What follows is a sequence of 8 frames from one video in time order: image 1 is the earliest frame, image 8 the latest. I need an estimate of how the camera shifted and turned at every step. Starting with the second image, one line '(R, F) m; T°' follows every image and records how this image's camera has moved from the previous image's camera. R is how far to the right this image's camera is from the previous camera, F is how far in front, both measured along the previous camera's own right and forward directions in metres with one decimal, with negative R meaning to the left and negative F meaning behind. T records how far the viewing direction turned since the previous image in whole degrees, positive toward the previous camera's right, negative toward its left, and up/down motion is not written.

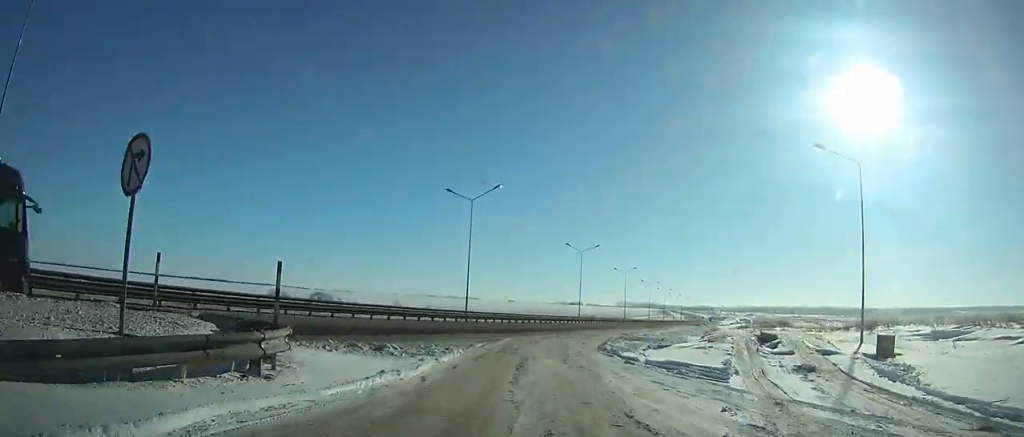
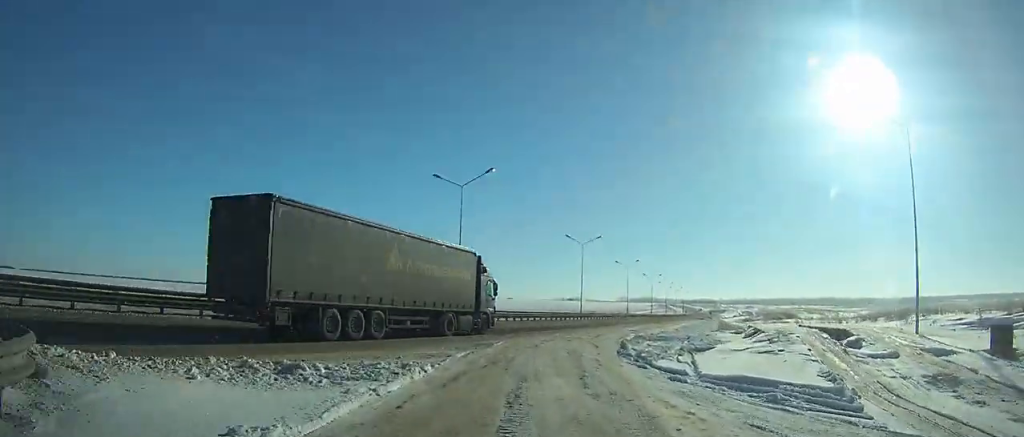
(0.0, +5.2) m; +1°
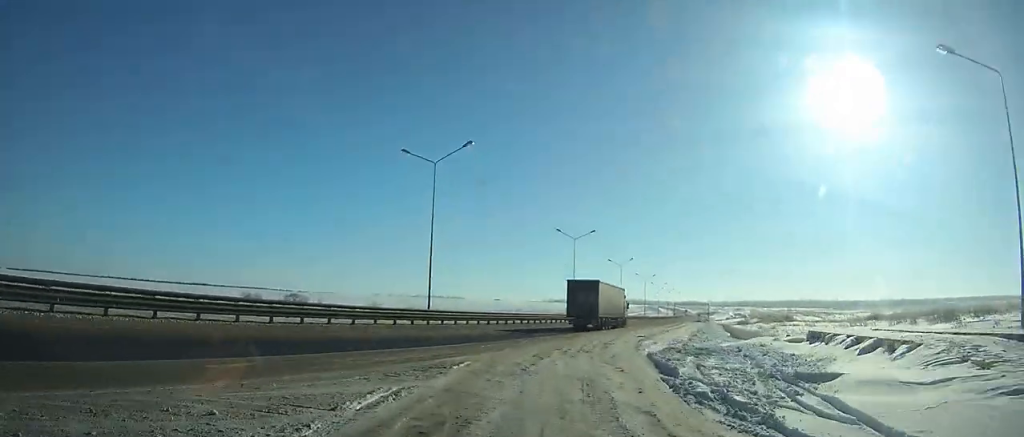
(+0.1, +7.8) m; +2°
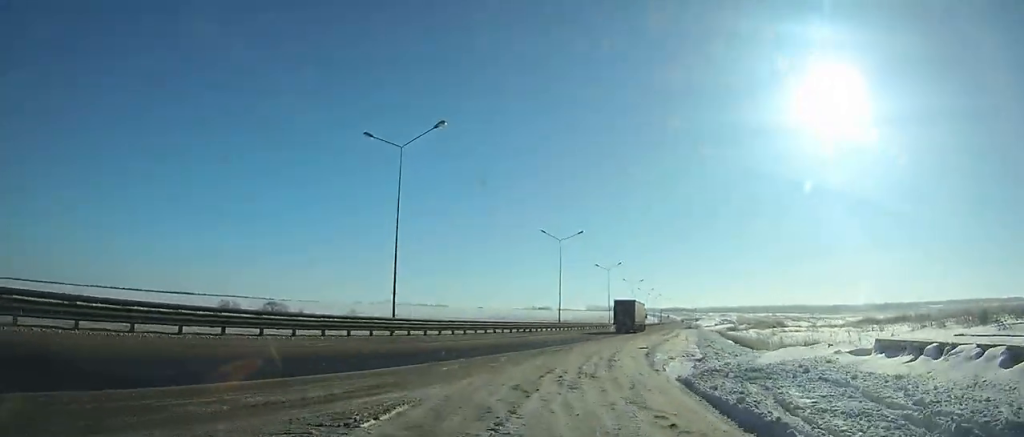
(+0.1, +5.8) m; +3°
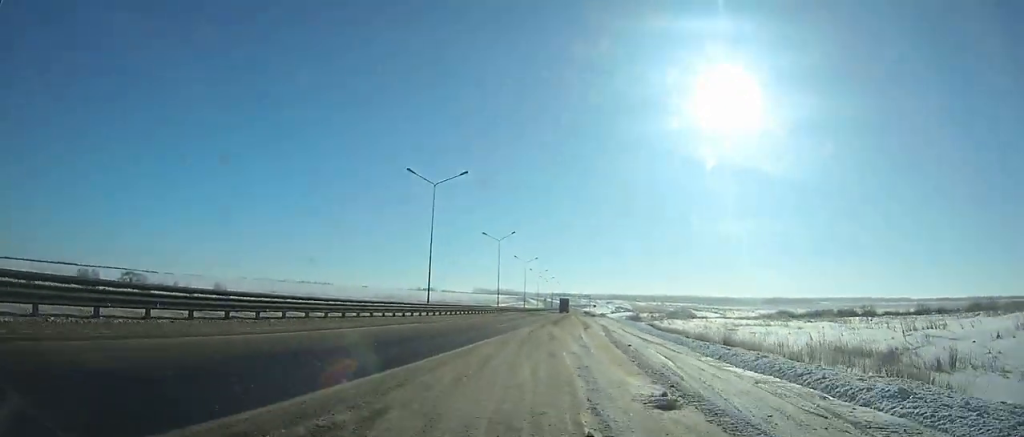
(+2.2, +24.8) m; +9°
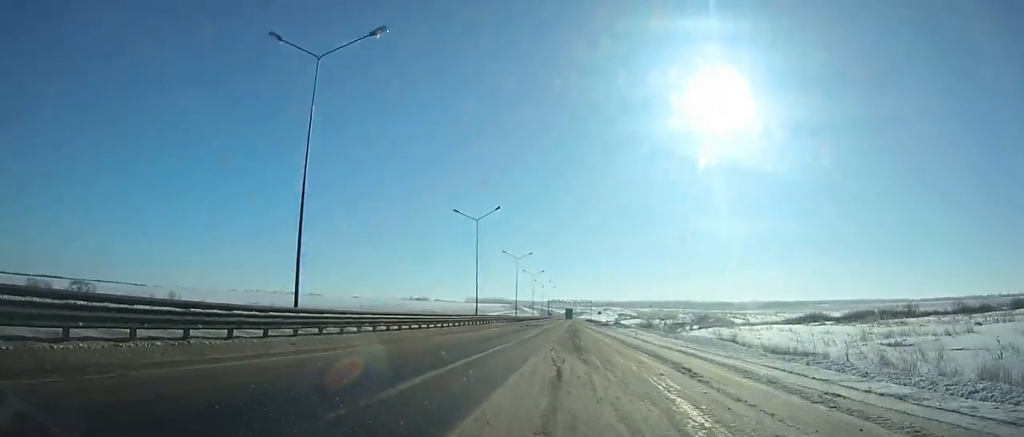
(+0.5, +29.8) m; +2°
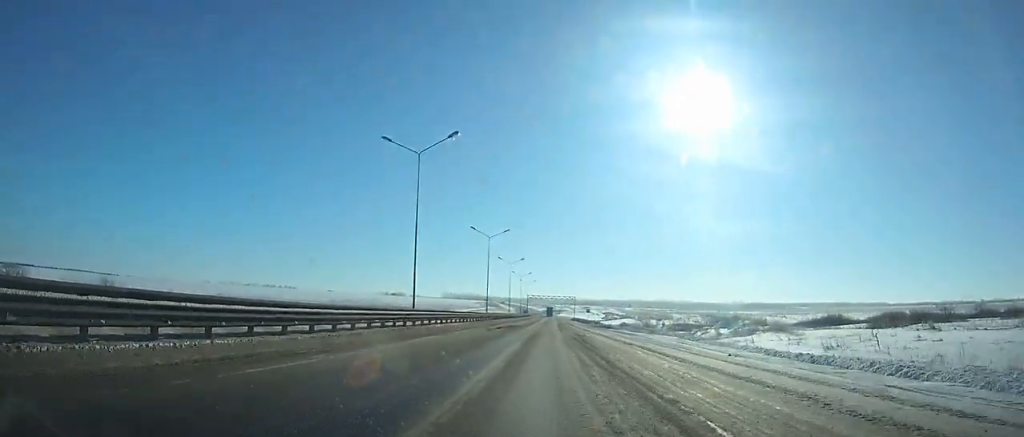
(+0.4, +24.9) m; +2°
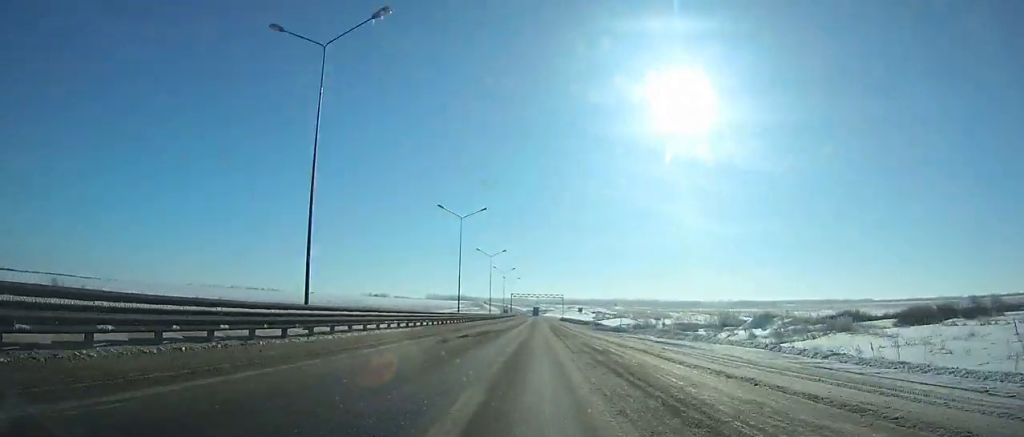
(+0.2, +15.3) m; +1°
